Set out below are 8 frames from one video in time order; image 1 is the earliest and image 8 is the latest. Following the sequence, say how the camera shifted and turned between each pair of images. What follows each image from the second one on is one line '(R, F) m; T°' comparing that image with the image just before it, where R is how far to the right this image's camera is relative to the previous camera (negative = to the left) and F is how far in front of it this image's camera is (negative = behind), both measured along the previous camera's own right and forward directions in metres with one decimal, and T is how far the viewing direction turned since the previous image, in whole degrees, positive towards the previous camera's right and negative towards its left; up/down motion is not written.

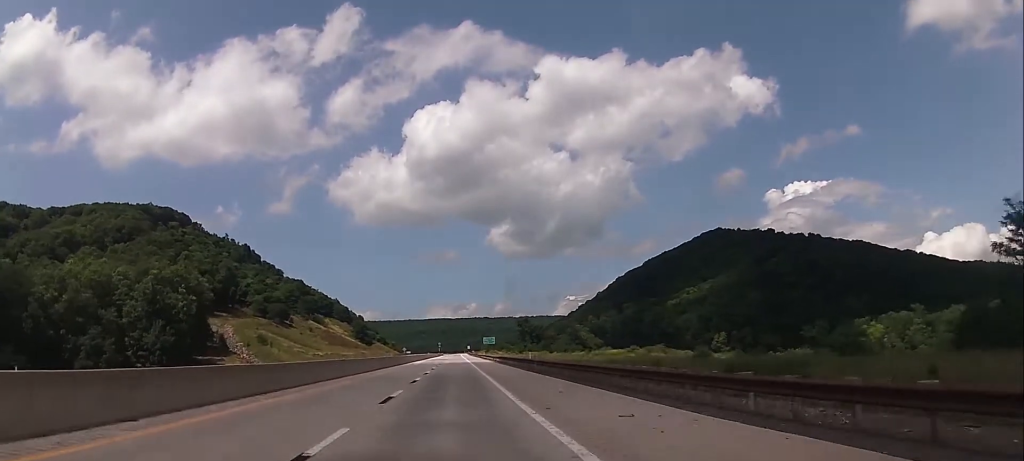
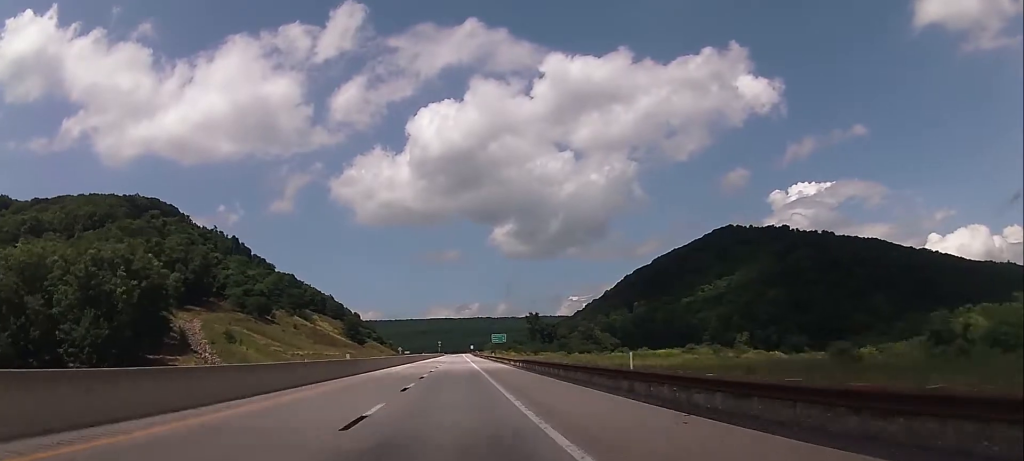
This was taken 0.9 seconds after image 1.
(-0.1, +30.7) m; 0°
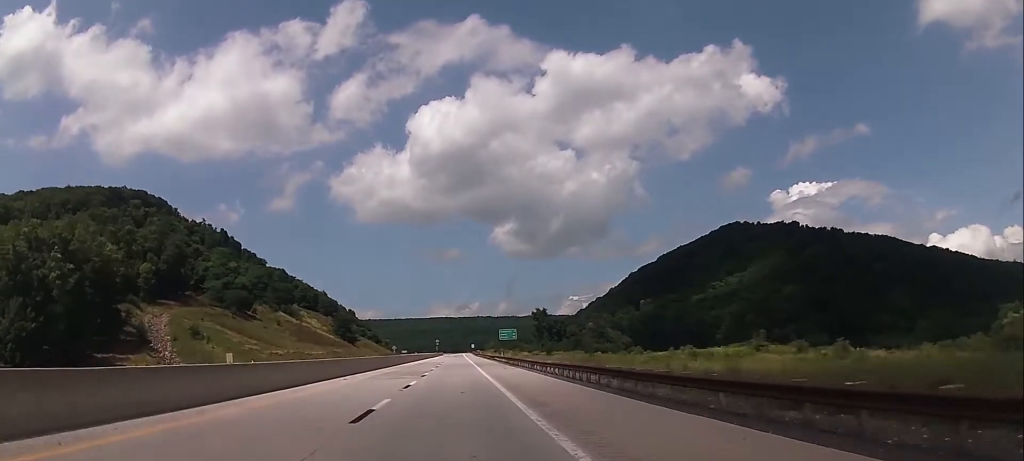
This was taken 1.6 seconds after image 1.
(0.0, +23.1) m; 0°
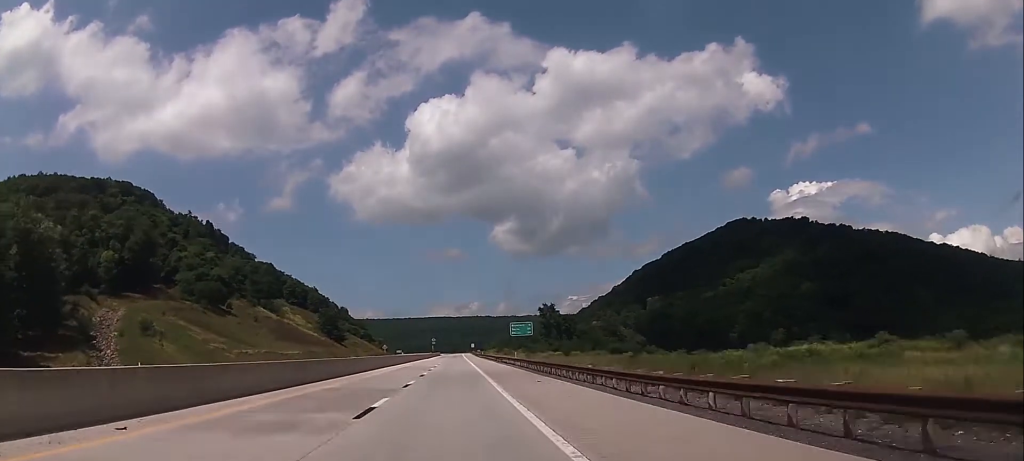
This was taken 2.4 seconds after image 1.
(+0.1, +24.2) m; 0°
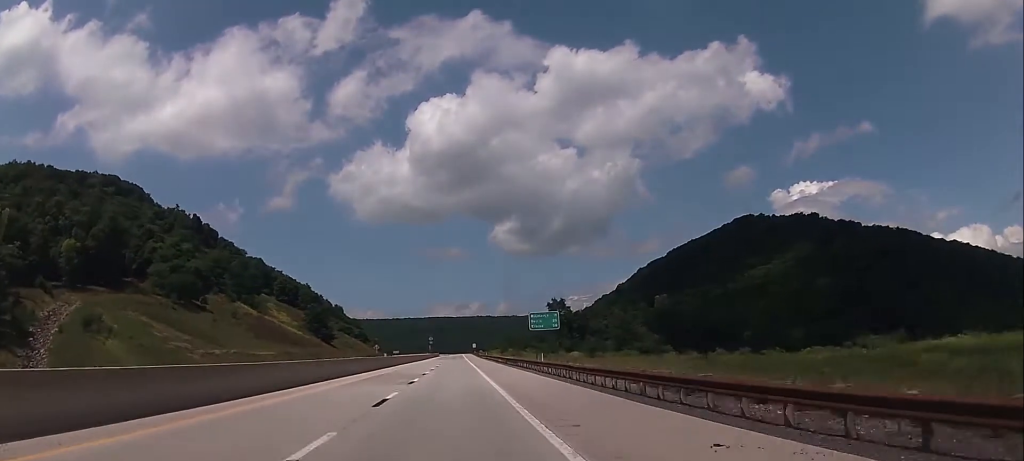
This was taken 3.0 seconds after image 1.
(-0.2, +20.9) m; 0°
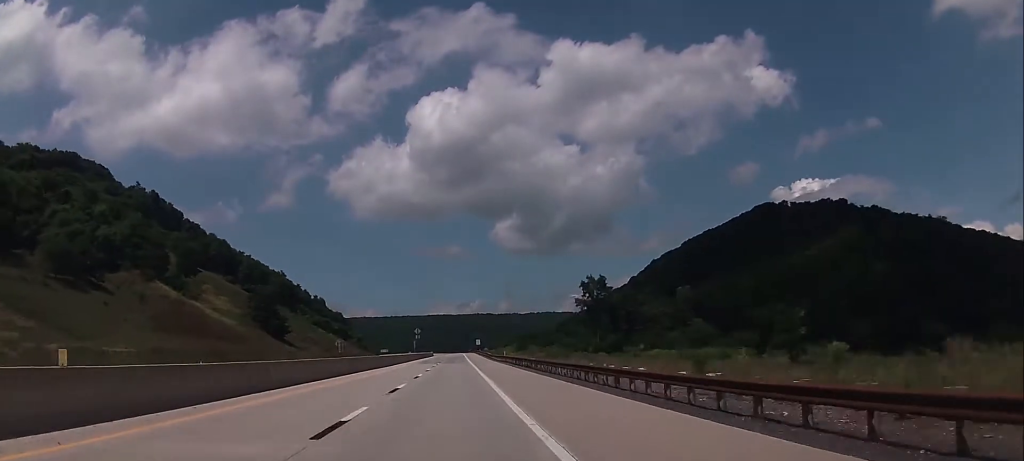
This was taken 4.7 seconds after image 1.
(+0.4, +56.1) m; +1°
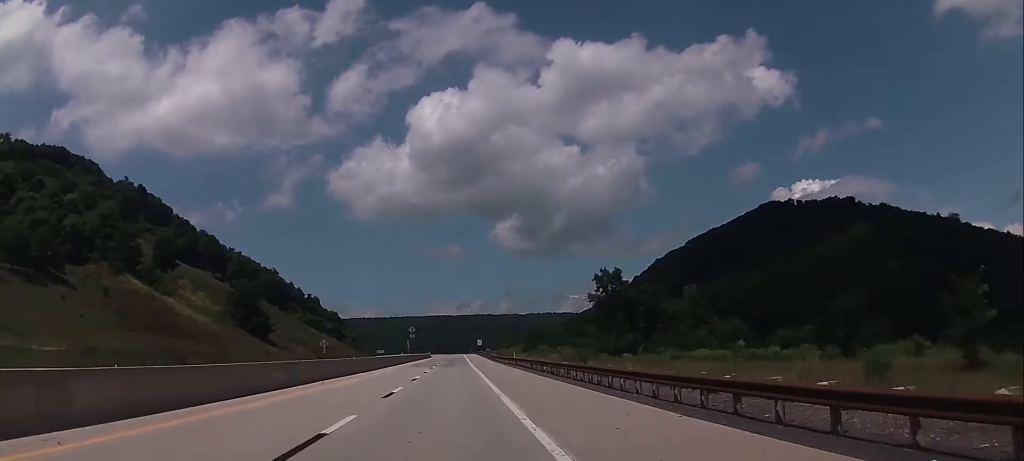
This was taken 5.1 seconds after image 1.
(+0.2, +14.3) m; 0°
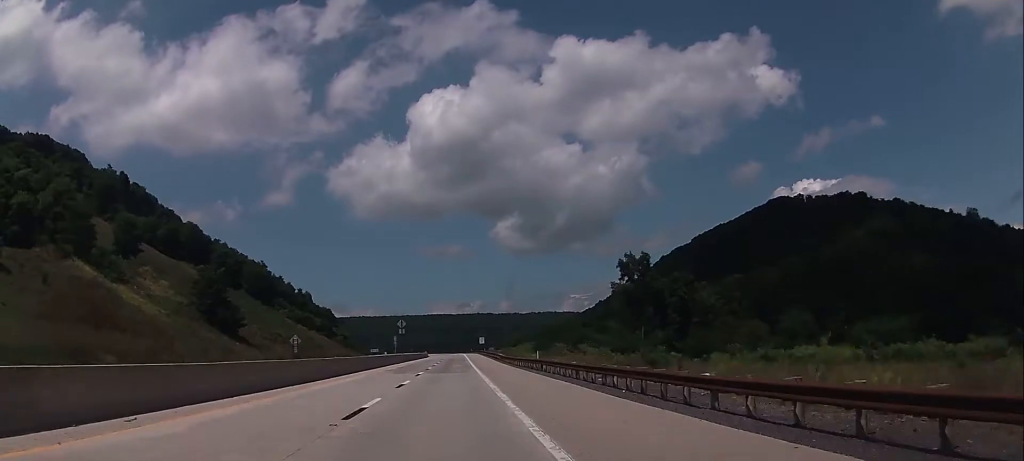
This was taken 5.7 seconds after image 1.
(0.0, +19.8) m; 0°
